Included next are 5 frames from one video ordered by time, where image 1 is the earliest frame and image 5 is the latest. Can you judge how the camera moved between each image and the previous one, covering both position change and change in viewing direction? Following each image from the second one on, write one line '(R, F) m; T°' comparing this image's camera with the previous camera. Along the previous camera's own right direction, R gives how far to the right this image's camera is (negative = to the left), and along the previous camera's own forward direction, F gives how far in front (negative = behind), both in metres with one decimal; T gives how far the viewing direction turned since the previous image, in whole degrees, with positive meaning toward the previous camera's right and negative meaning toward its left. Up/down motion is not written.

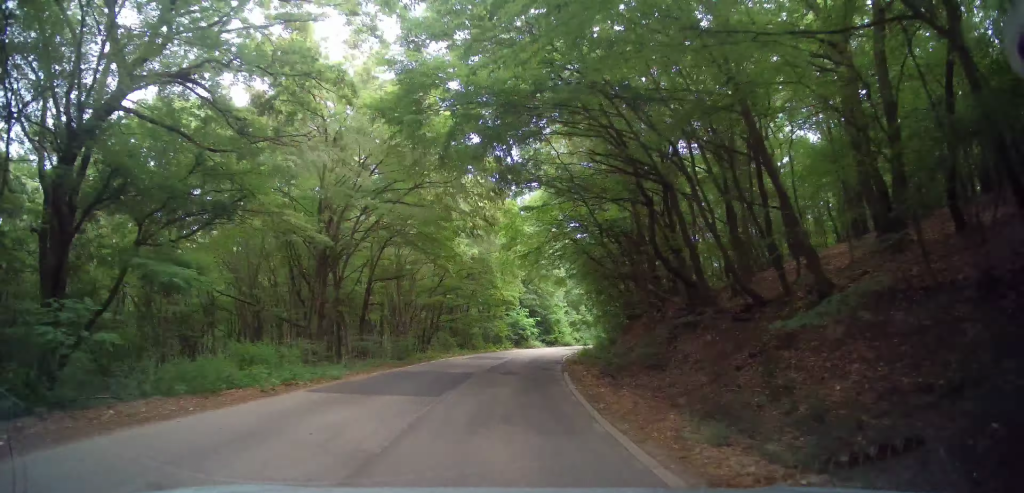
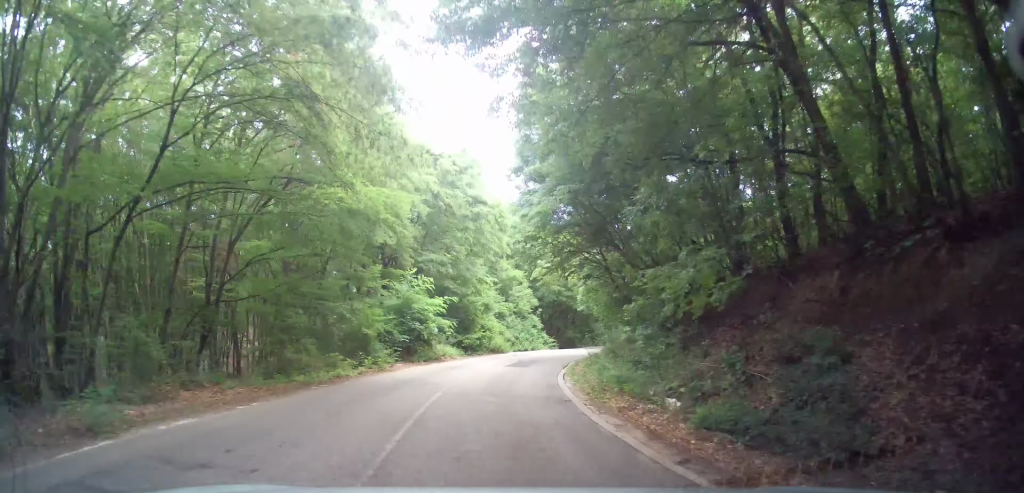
(+7.0, +28.1) m; +19°
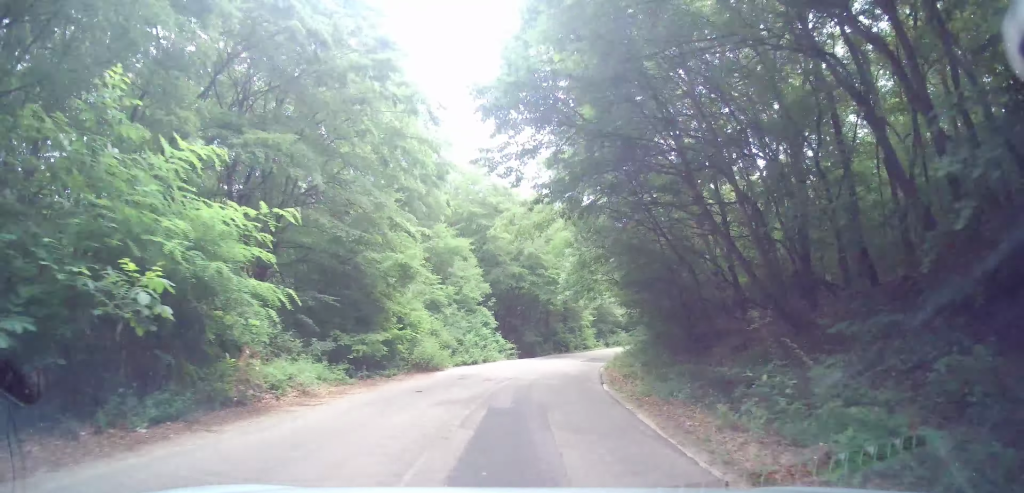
(+0.7, +17.8) m; +6°
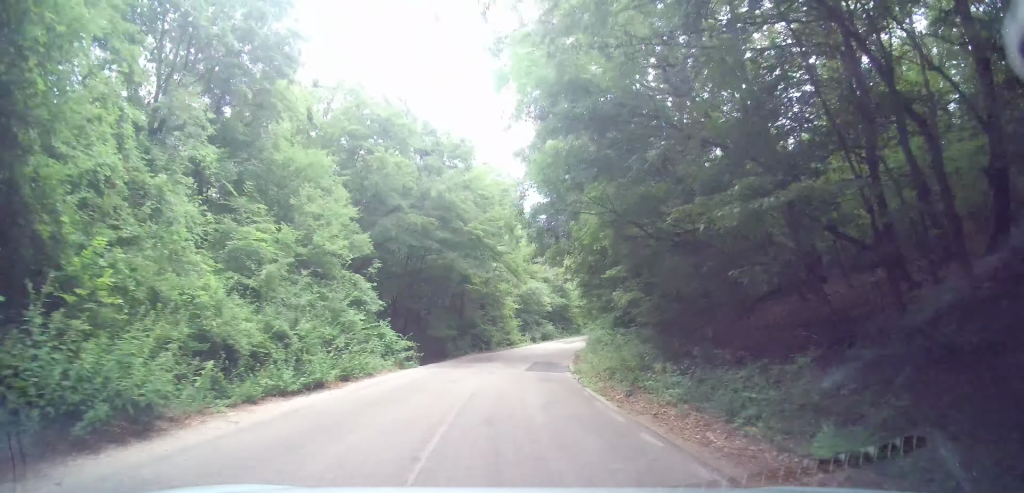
(+0.9, +14.9) m; +7°
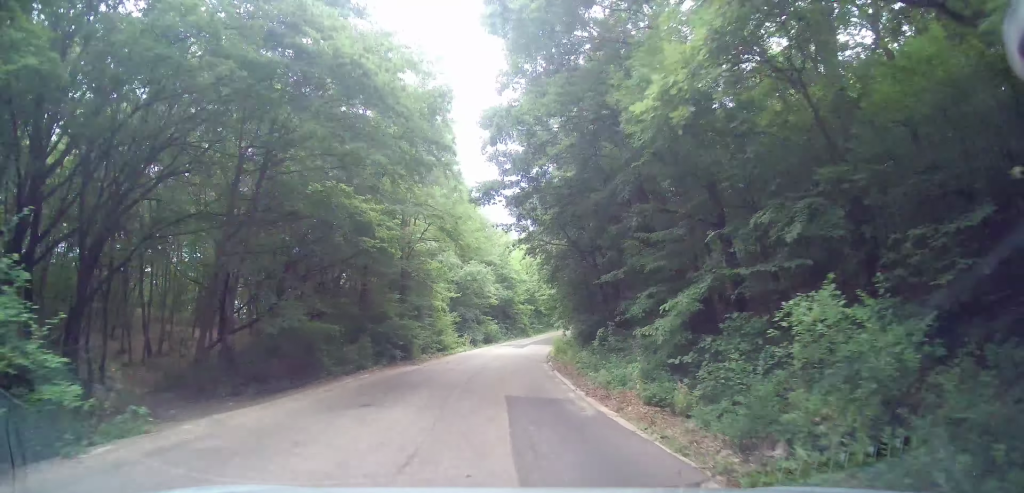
(+1.0, +15.9) m; +7°
